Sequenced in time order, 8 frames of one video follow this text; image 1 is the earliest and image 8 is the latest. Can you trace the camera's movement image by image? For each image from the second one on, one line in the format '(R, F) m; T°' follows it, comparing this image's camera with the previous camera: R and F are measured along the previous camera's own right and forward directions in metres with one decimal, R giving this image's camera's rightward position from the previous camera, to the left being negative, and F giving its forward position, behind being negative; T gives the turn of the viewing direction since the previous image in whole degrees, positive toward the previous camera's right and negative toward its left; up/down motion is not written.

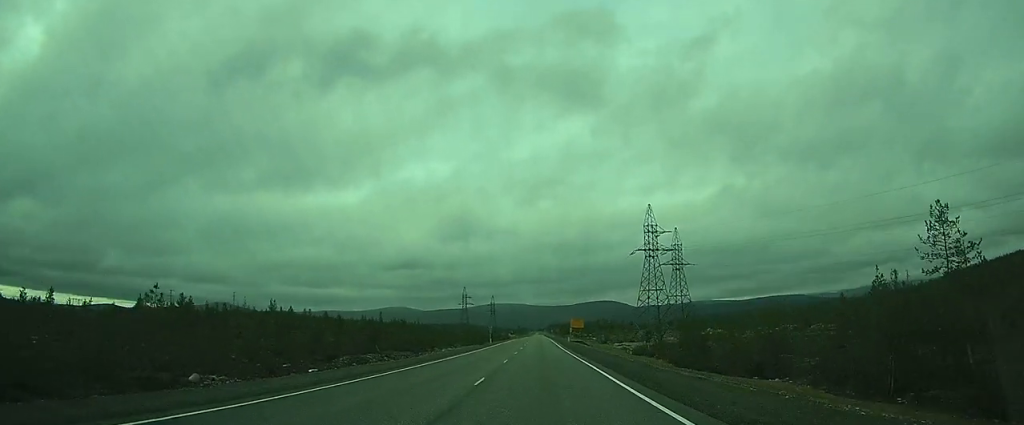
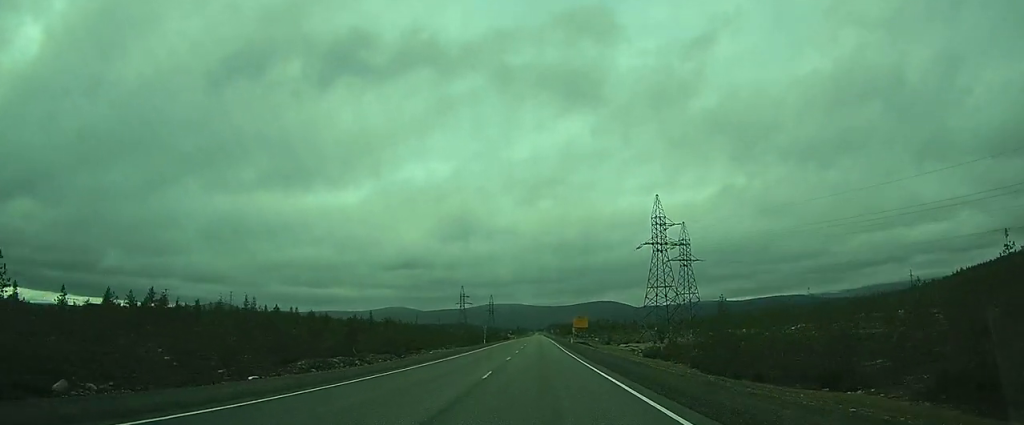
(0.0, +9.6) m; 0°
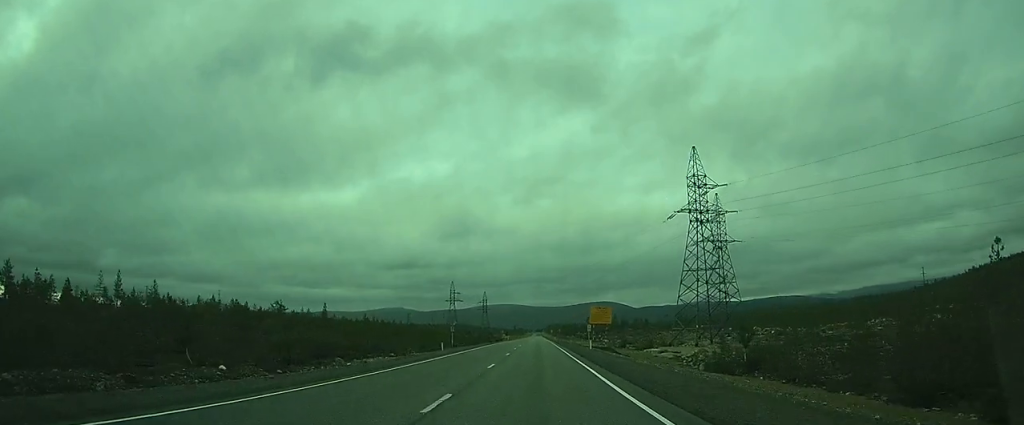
(+0.2, +32.7) m; +1°
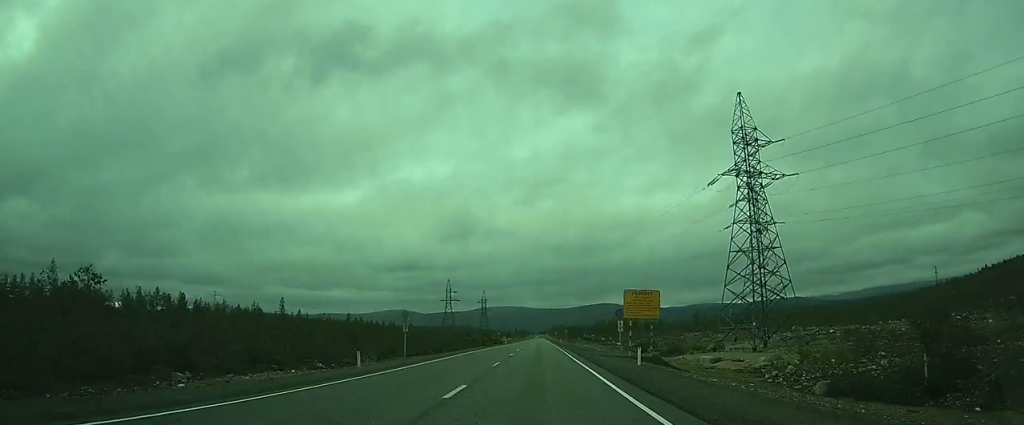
(0.0, +22.3) m; 0°
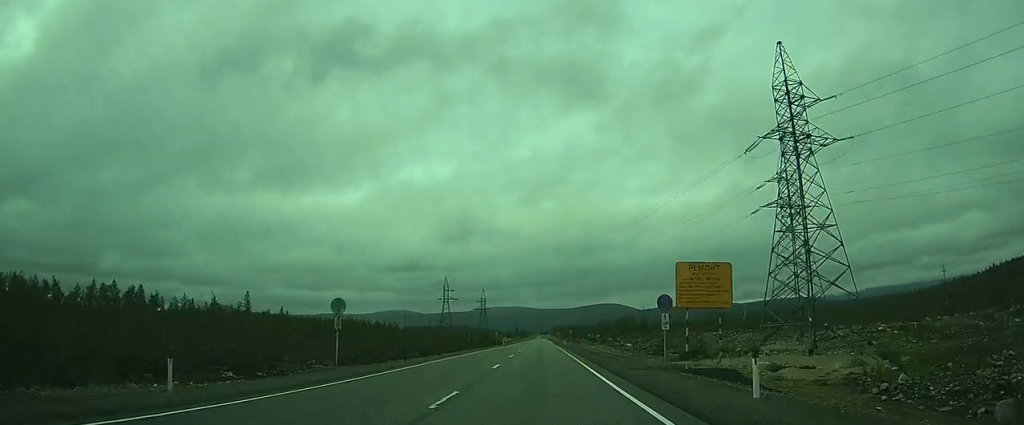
(+0.1, +13.5) m; 0°
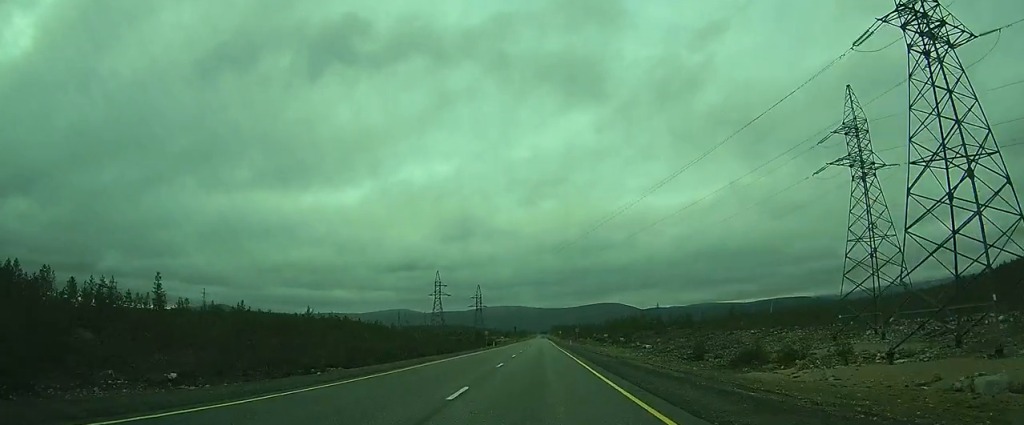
(-0.1, +23.1) m; 0°
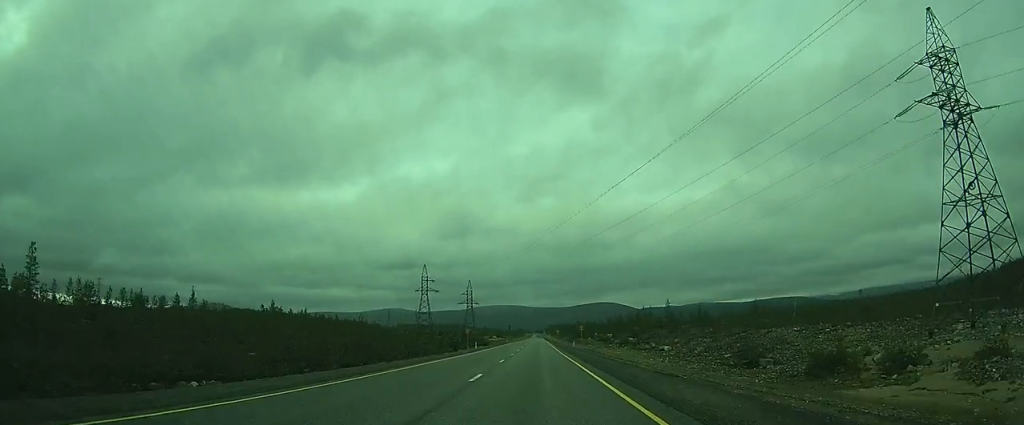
(0.0, +19.8) m; 0°
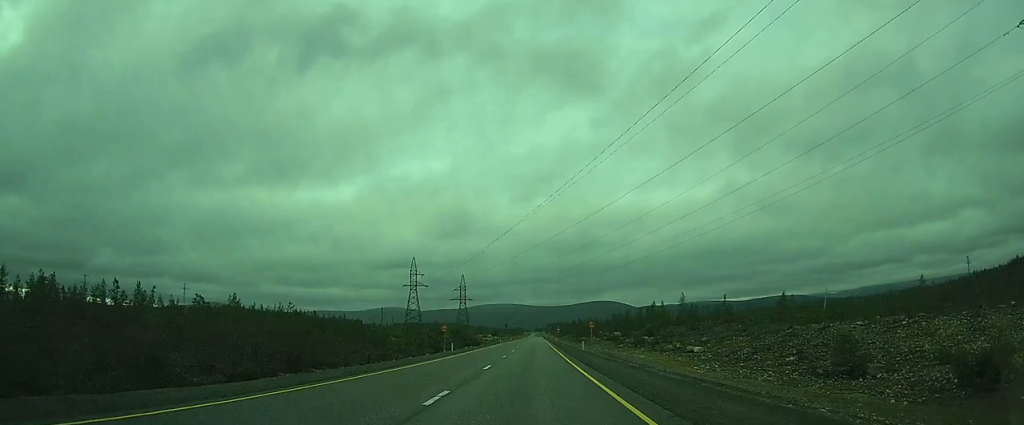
(+0.1, +18.2) m; 0°
